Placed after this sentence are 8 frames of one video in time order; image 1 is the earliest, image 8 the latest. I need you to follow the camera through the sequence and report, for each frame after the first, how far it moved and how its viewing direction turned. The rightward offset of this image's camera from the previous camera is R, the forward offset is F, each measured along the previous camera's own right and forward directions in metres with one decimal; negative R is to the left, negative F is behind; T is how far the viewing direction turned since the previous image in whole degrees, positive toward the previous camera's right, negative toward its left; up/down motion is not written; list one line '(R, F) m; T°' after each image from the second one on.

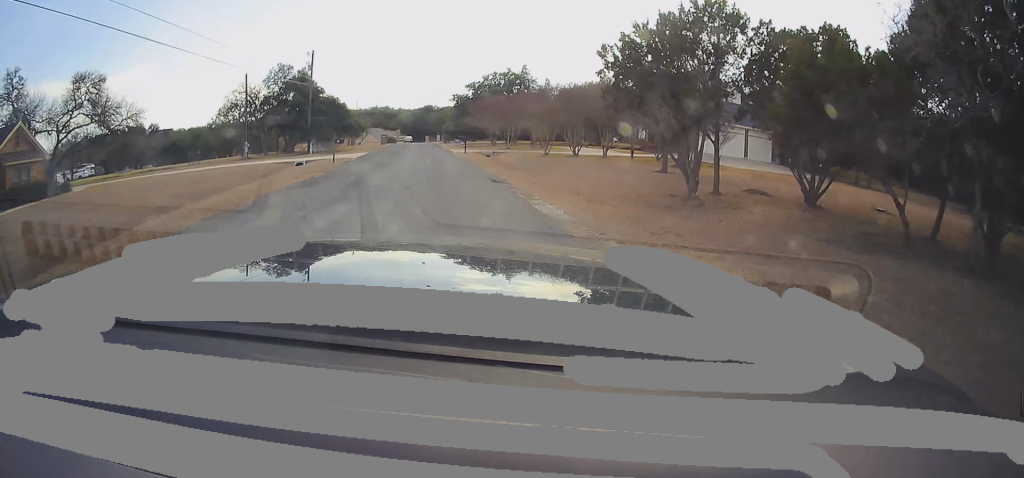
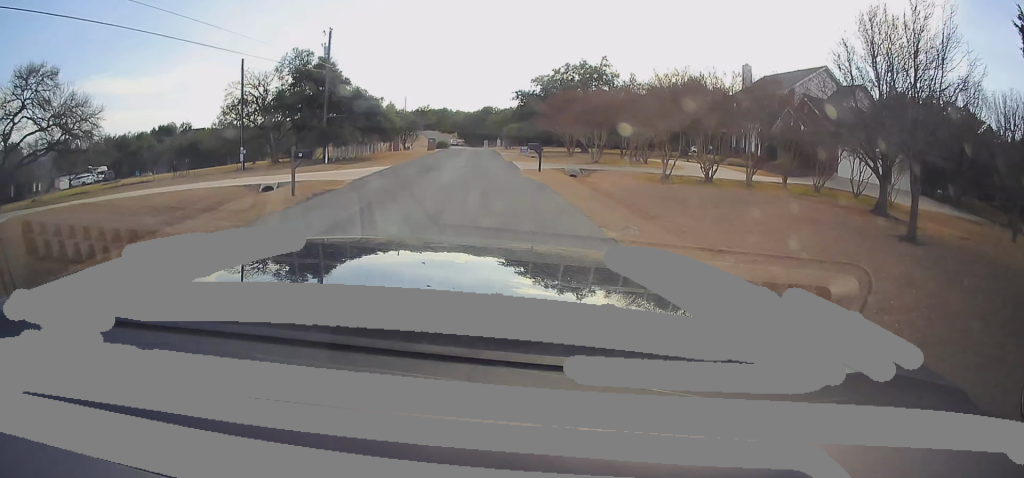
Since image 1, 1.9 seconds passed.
(-4.0, +11.3) m; -34°
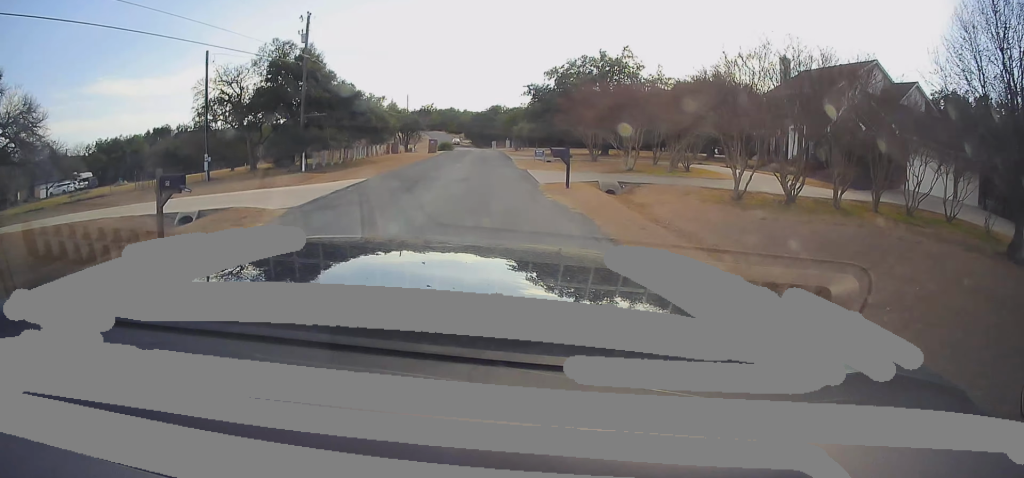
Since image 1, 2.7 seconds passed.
(-0.1, +6.6) m; -2°
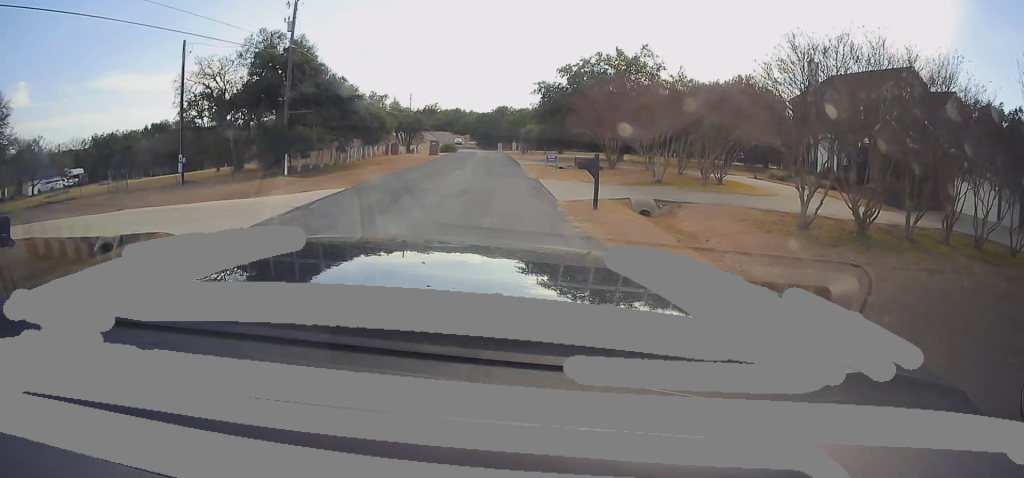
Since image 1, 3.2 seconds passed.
(0.0, +3.8) m; -1°
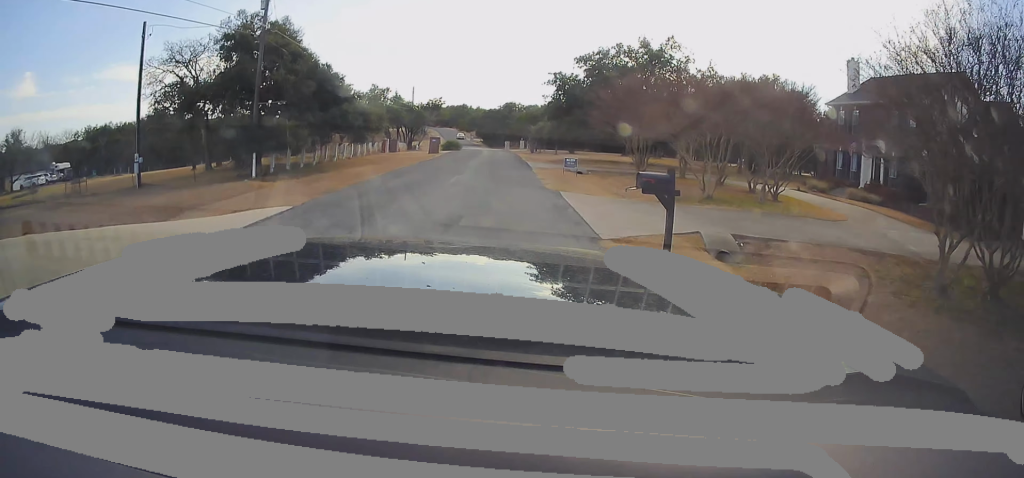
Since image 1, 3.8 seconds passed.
(-0.1, +5.1) m; -2°
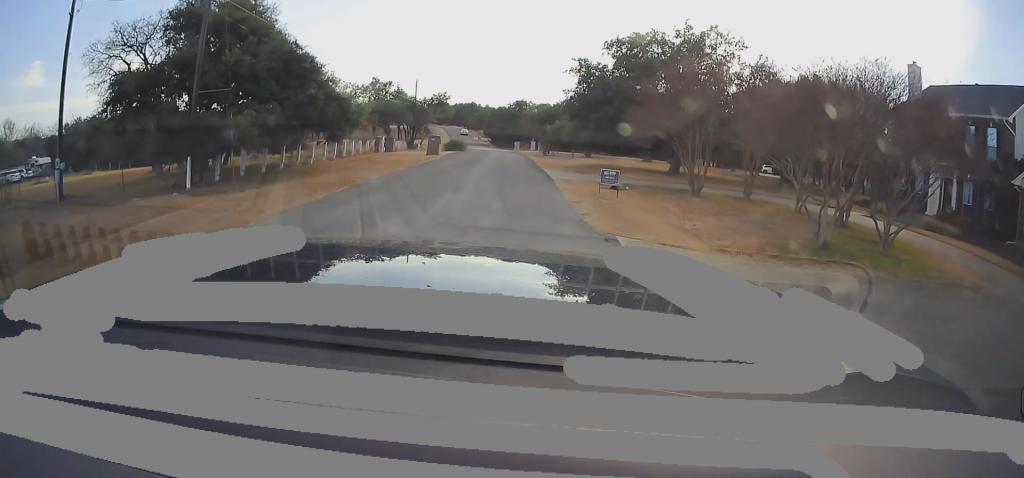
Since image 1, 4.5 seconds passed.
(-0.1, +7.2) m; -2°
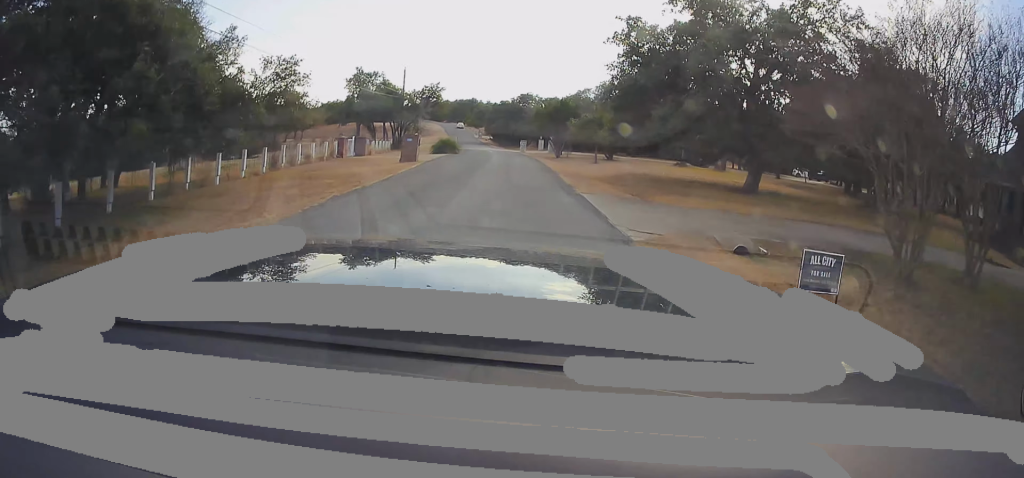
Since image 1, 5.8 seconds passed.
(-0.3, +12.0) m; -2°
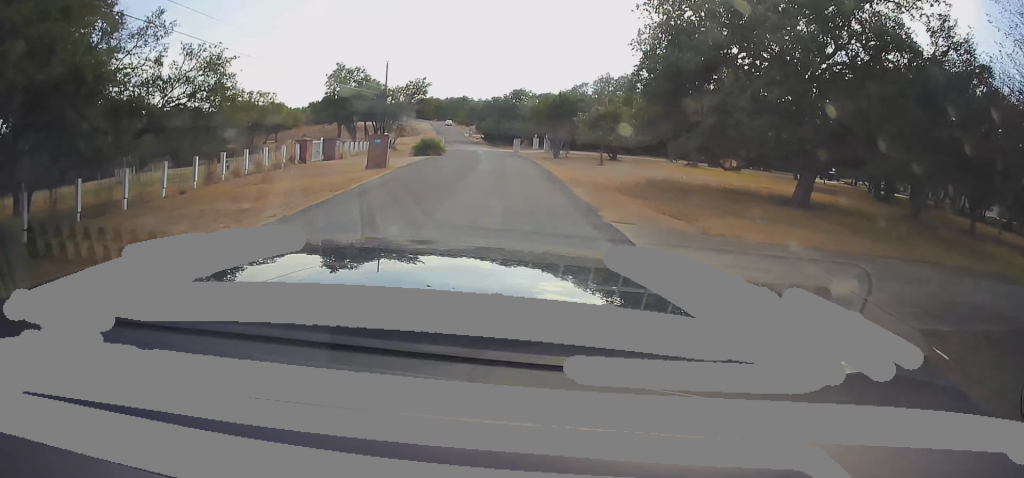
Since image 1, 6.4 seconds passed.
(0.0, +5.6) m; +1°
